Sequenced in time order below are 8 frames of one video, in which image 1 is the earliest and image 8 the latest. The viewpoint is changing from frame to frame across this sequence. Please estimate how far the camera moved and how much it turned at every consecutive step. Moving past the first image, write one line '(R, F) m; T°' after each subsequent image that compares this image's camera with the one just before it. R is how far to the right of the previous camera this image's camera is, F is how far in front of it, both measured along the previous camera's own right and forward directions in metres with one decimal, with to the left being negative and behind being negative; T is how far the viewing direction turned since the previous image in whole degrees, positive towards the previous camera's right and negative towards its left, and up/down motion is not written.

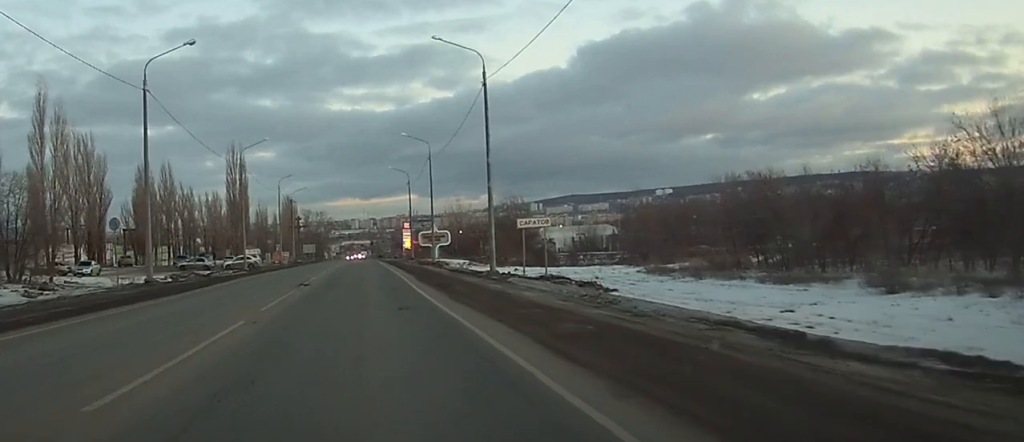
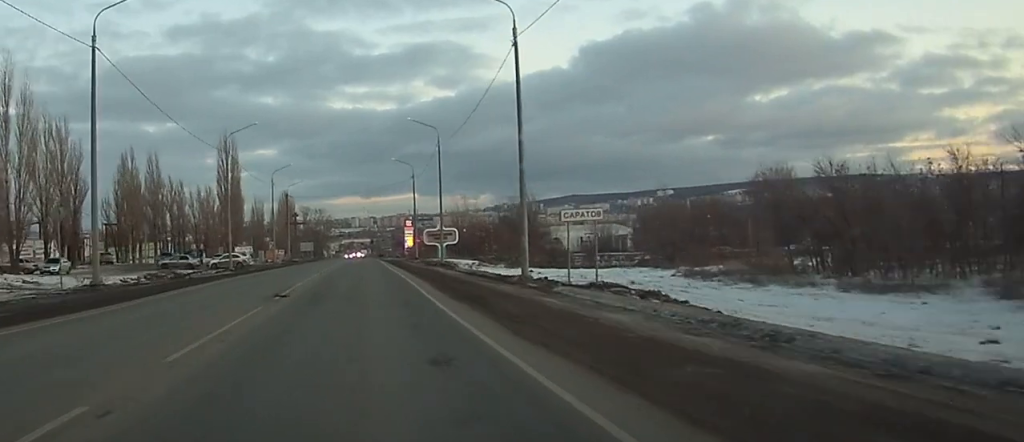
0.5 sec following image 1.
(0.0, +8.9) m; 0°
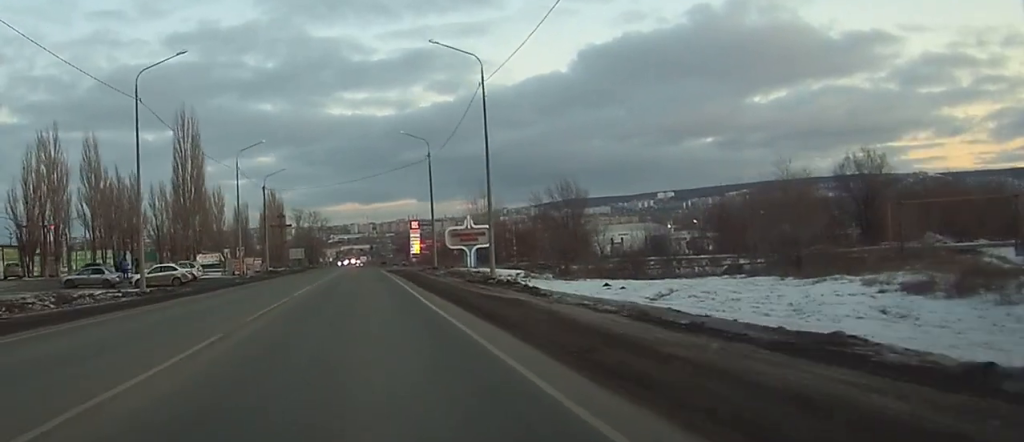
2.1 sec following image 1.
(+0.1, +28.9) m; 0°
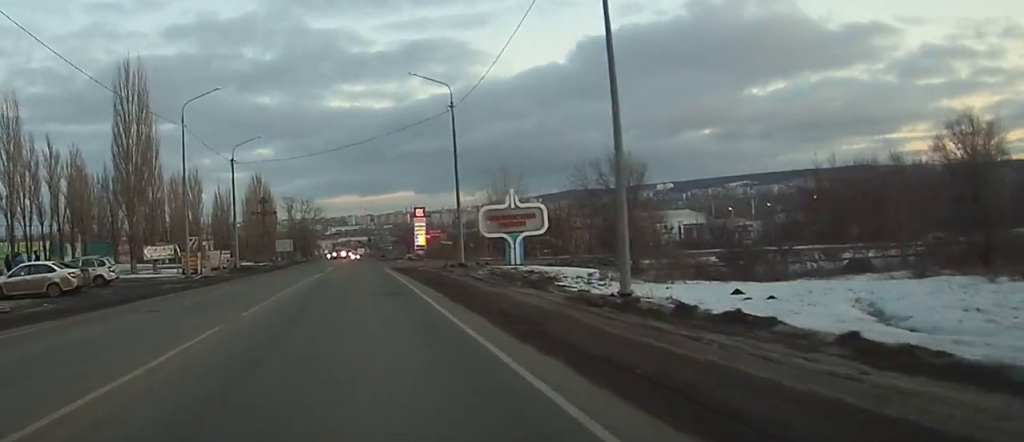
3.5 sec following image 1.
(-0.2, +23.3) m; -1°
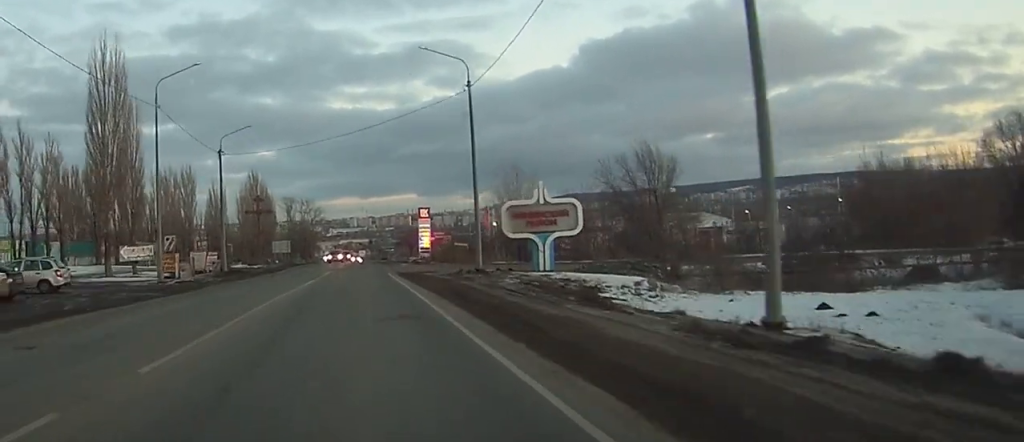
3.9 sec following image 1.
(0.0, +8.1) m; 0°
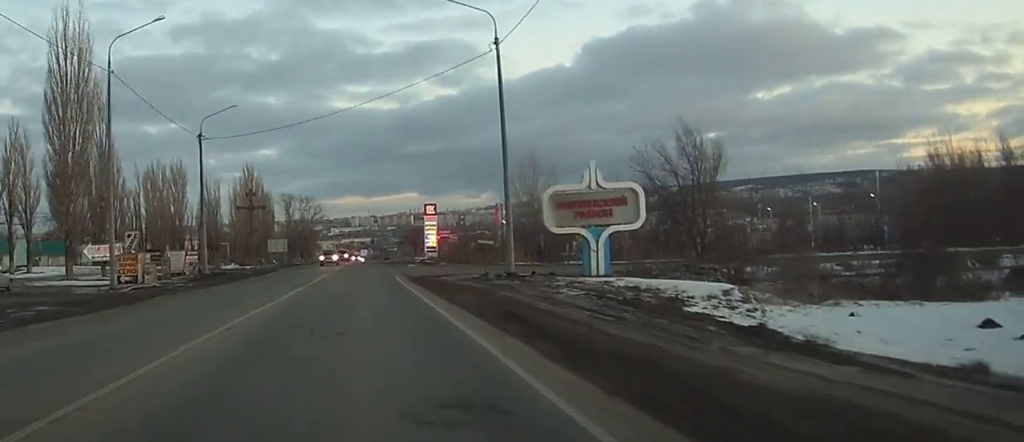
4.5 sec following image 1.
(-0.1, +9.7) m; 0°
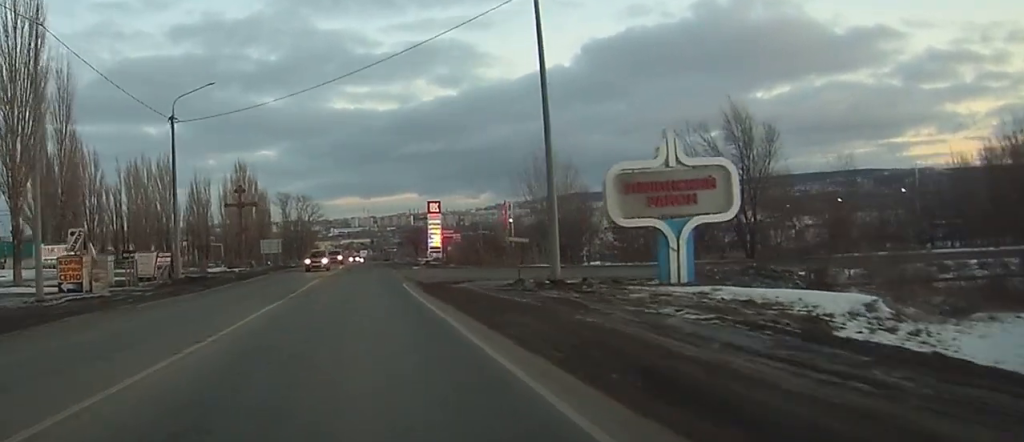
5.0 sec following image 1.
(0.0, +9.0) m; 0°
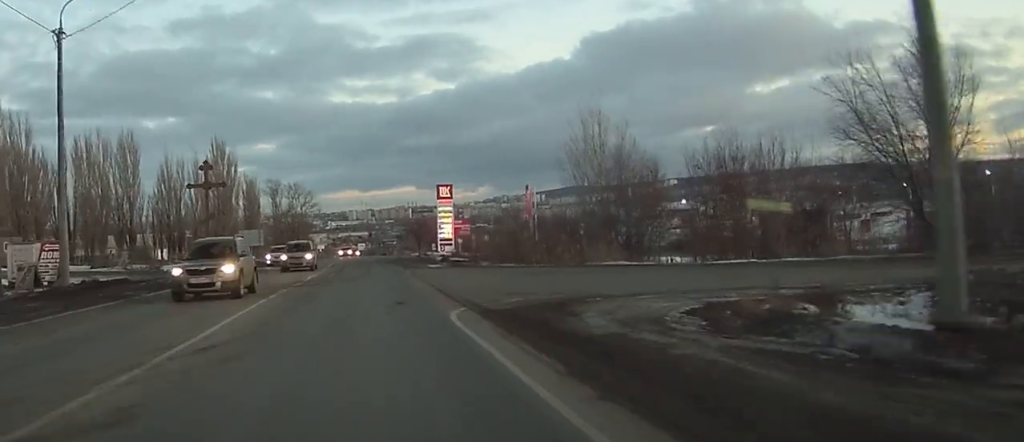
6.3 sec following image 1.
(+0.2, +20.5) m; +1°
